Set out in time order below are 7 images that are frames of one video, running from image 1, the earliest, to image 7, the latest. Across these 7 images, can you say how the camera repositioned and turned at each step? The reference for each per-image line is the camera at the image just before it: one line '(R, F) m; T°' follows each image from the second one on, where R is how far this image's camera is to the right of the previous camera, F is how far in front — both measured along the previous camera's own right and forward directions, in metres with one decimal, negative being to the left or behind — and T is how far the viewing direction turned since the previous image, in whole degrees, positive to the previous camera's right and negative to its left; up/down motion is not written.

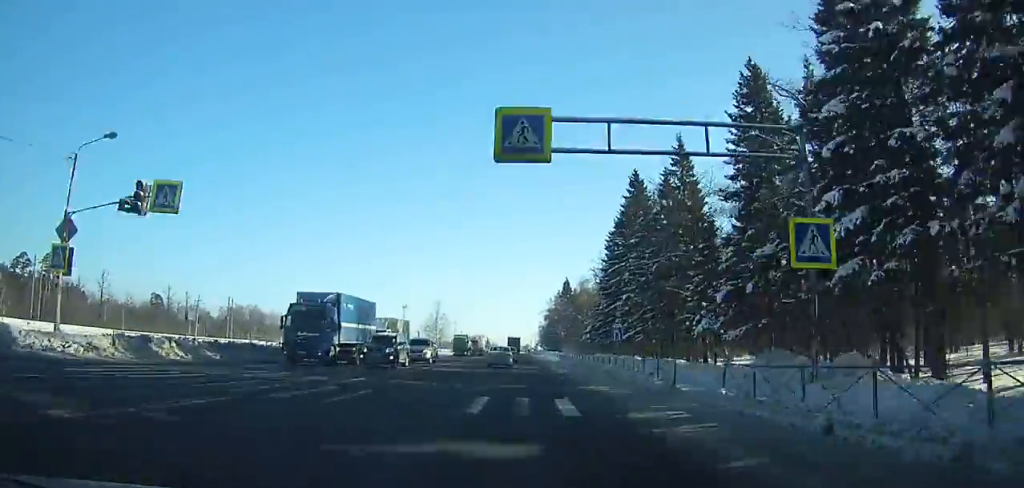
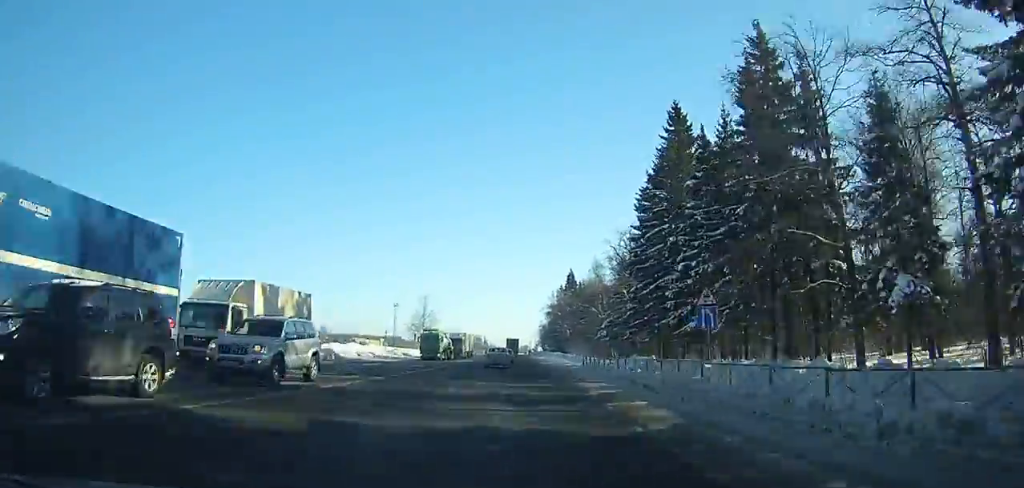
(0.0, +25.1) m; 0°
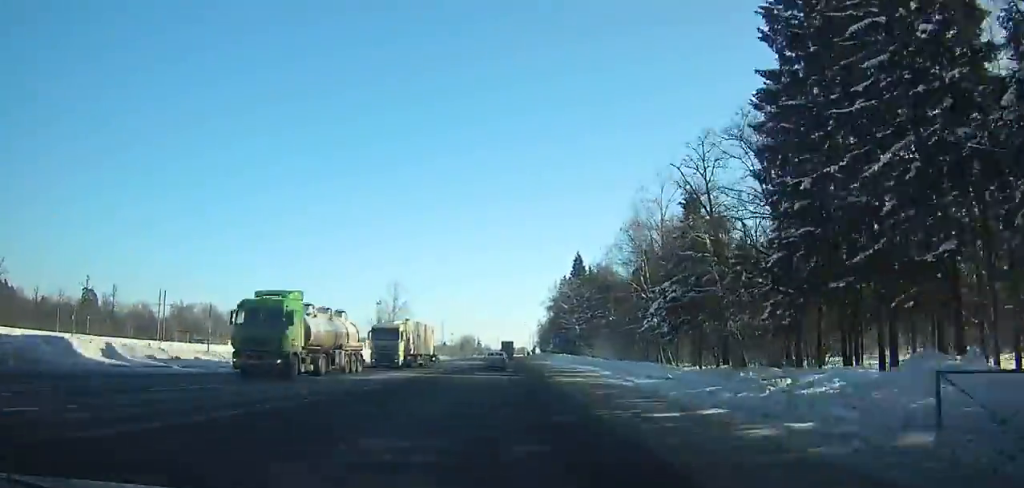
(0.0, +37.7) m; 0°
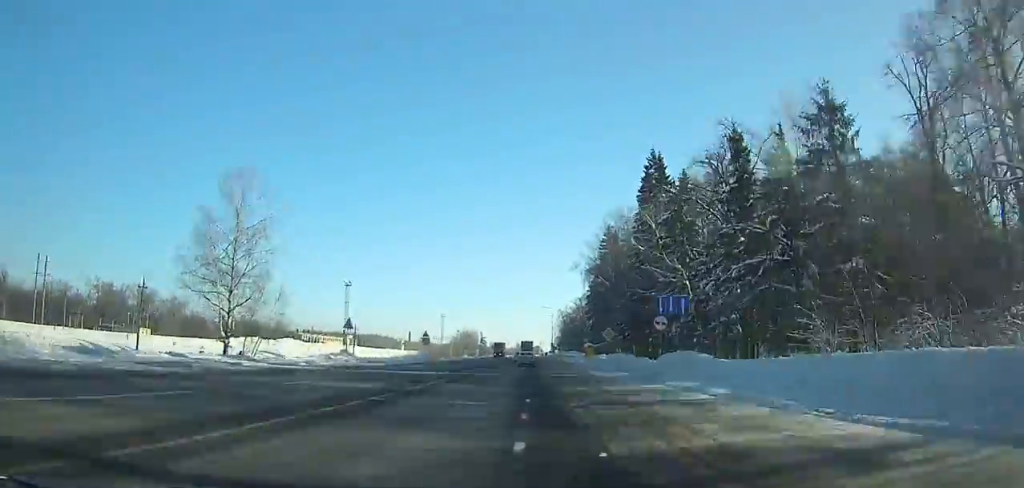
(-0.9, +80.6) m; -1°
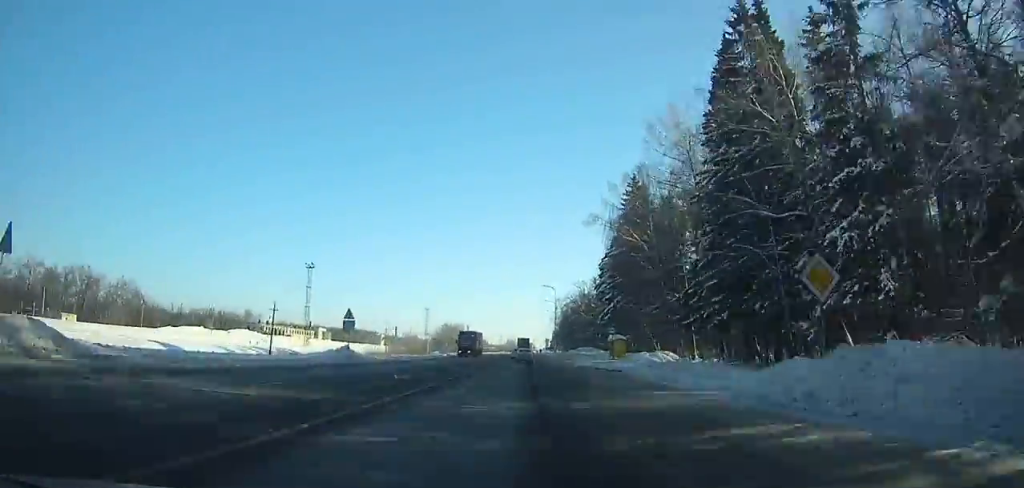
(+0.1, +37.1) m; 0°
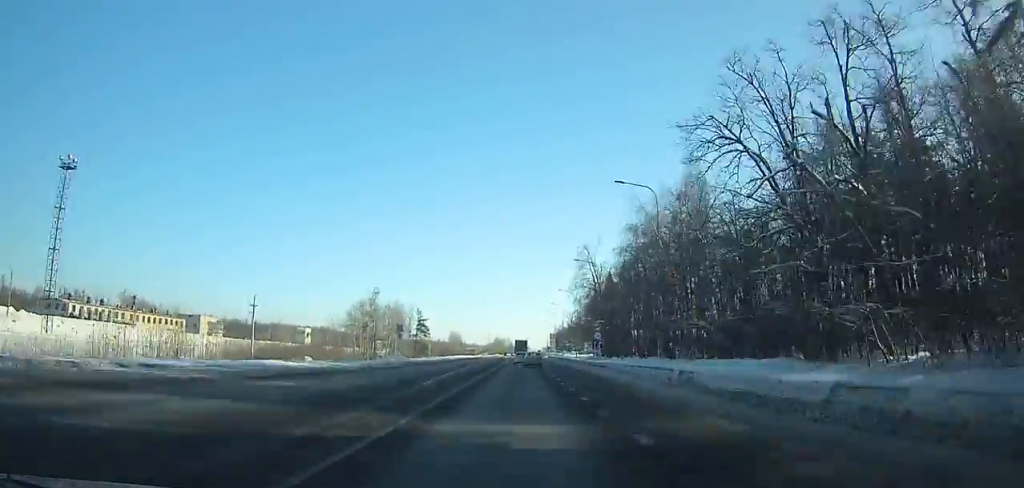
(+0.9, +118.5) m; +1°
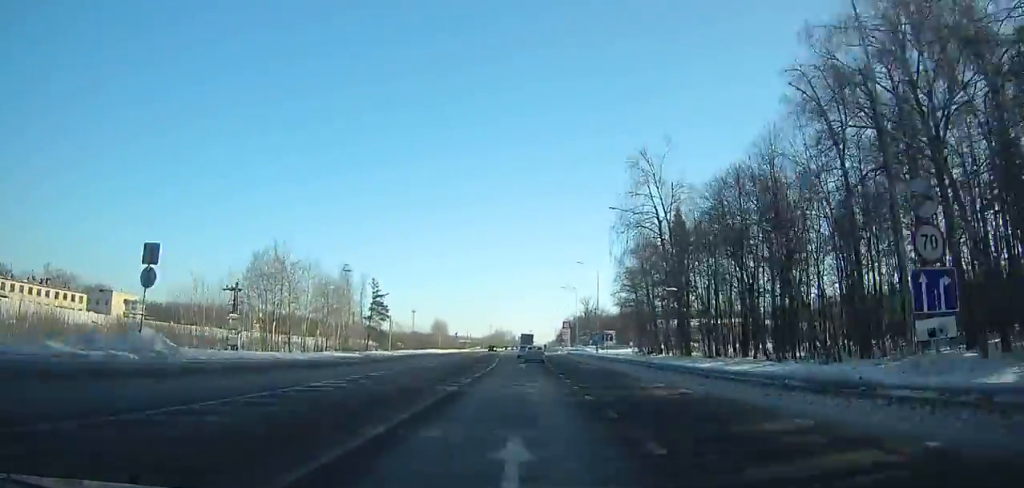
(+0.1, +53.7) m; 0°
